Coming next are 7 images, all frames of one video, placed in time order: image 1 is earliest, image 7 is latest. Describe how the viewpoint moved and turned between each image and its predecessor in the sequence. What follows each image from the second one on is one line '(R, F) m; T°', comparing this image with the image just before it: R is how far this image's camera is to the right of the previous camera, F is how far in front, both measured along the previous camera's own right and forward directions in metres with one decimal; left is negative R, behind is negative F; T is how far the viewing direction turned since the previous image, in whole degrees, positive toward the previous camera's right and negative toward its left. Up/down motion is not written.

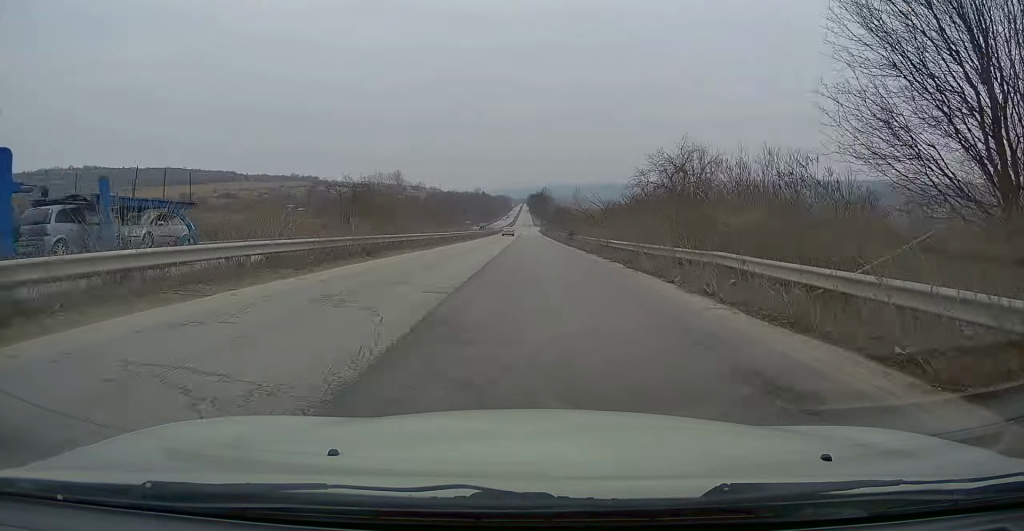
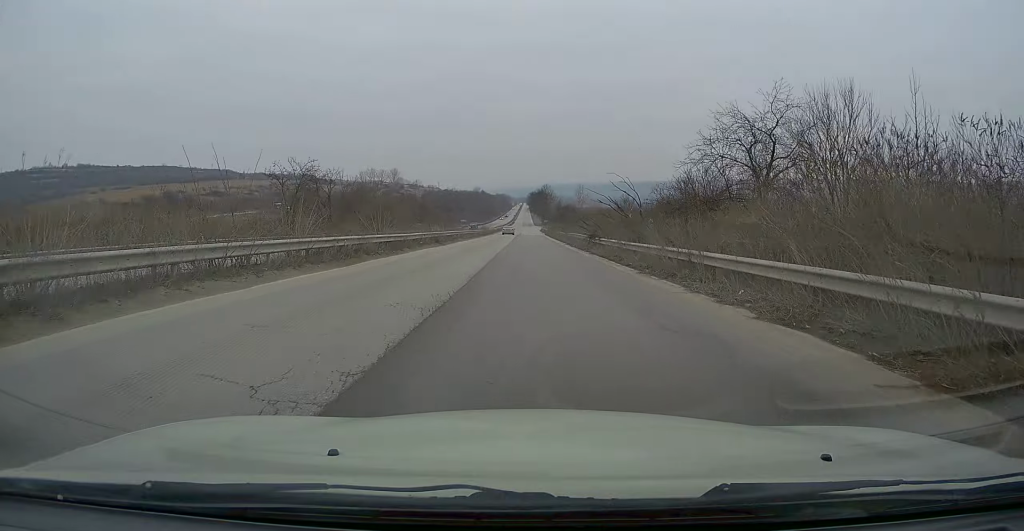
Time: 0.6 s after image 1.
(-0.1, +15.0) m; 0°
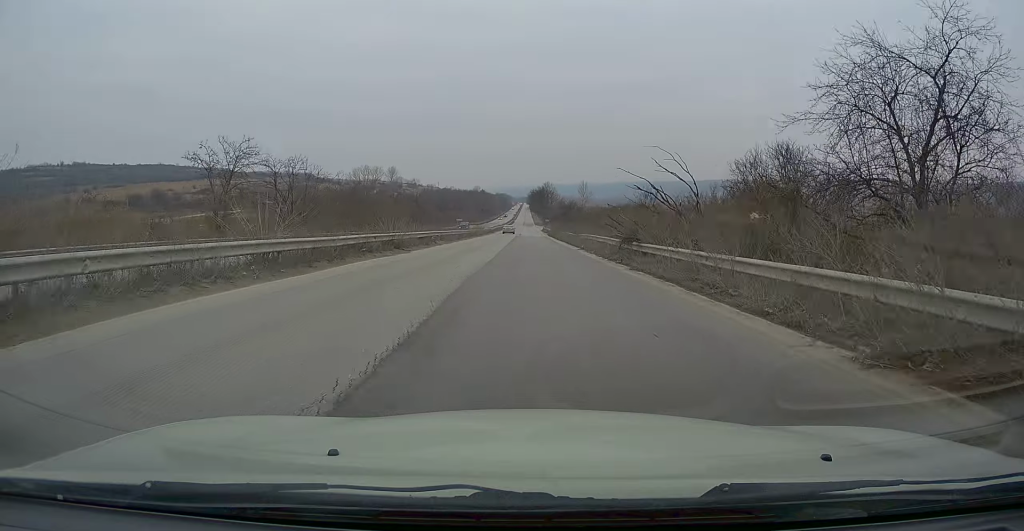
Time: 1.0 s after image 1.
(0.0, +11.5) m; 0°
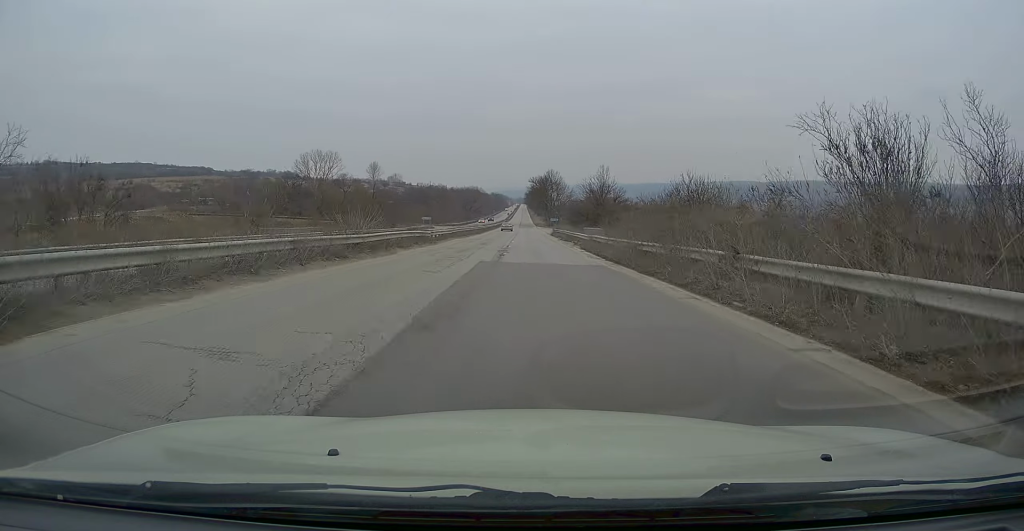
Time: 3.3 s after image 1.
(+0.8, +60.9) m; +1°
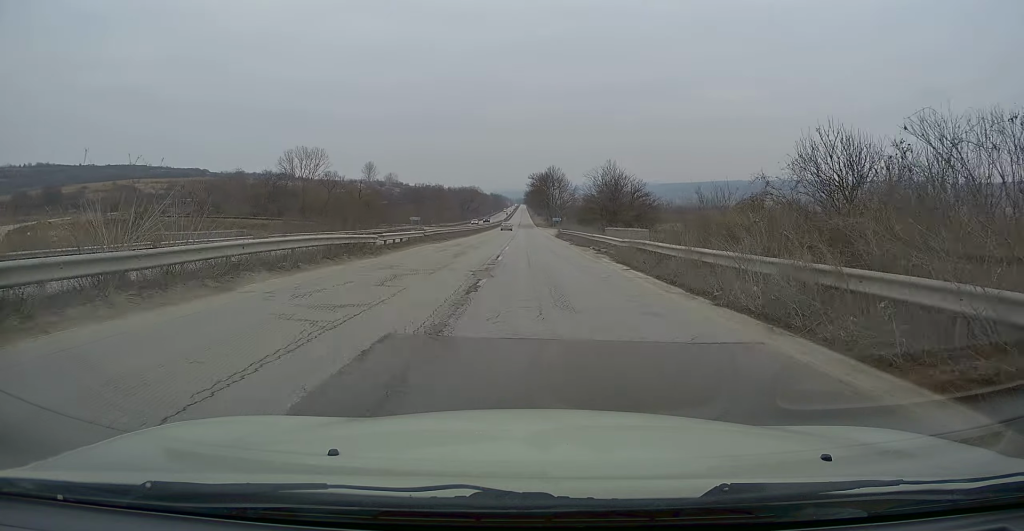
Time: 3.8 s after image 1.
(0.0, +13.6) m; 0°
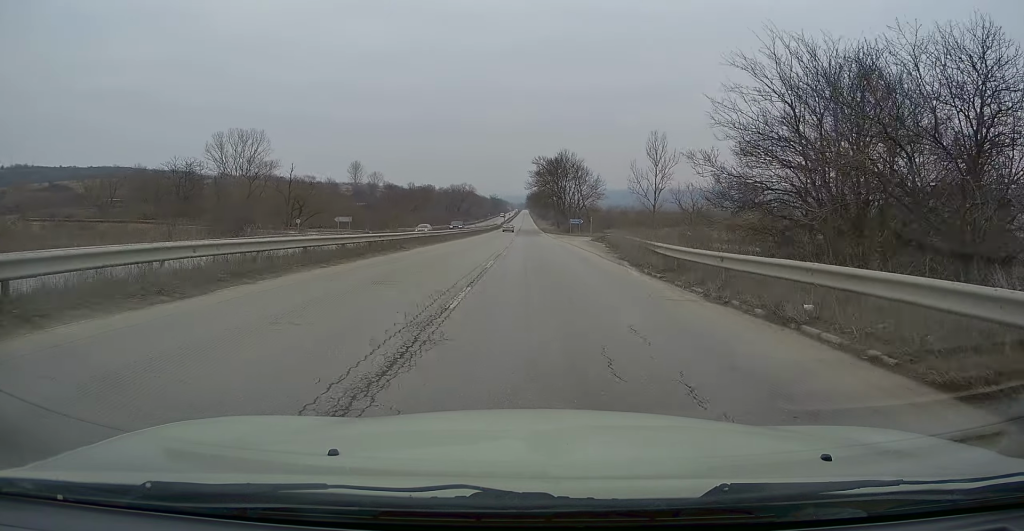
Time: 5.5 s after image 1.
(-0.1, +48.3) m; 0°
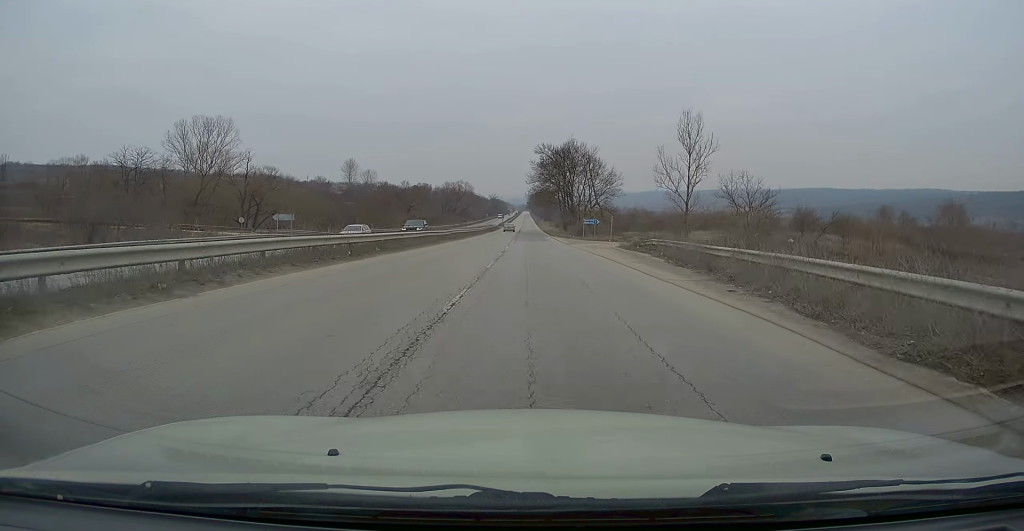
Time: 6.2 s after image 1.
(0.0, +18.4) m; 0°
